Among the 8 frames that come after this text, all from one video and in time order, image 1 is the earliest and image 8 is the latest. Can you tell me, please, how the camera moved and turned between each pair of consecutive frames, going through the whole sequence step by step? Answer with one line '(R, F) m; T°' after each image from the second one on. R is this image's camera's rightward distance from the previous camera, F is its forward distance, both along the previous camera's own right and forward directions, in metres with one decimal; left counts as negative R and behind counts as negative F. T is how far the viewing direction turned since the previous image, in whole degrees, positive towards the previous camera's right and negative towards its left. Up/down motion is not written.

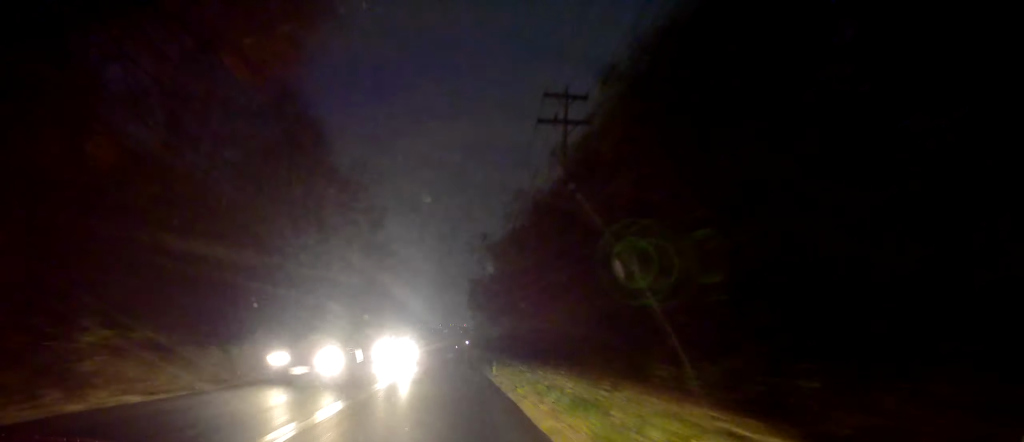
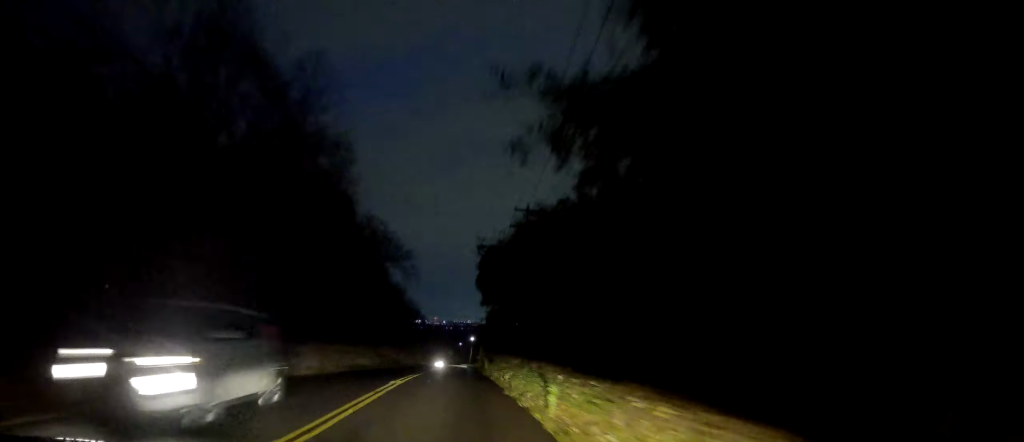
(-0.2, +15.2) m; -1°
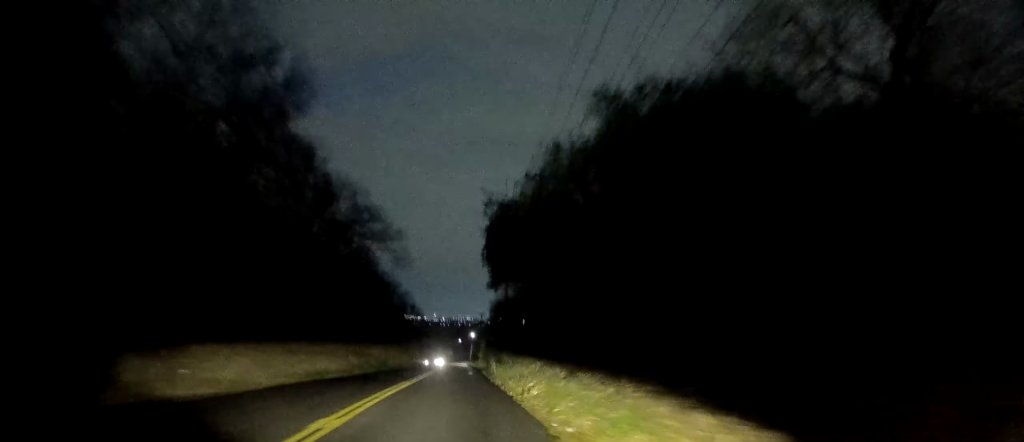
(0.0, +9.5) m; 0°
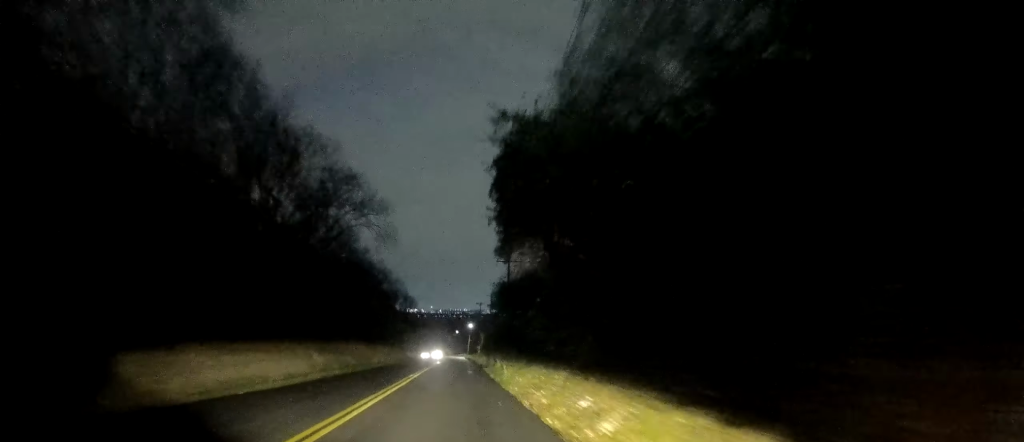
(+0.1, +8.3) m; 0°
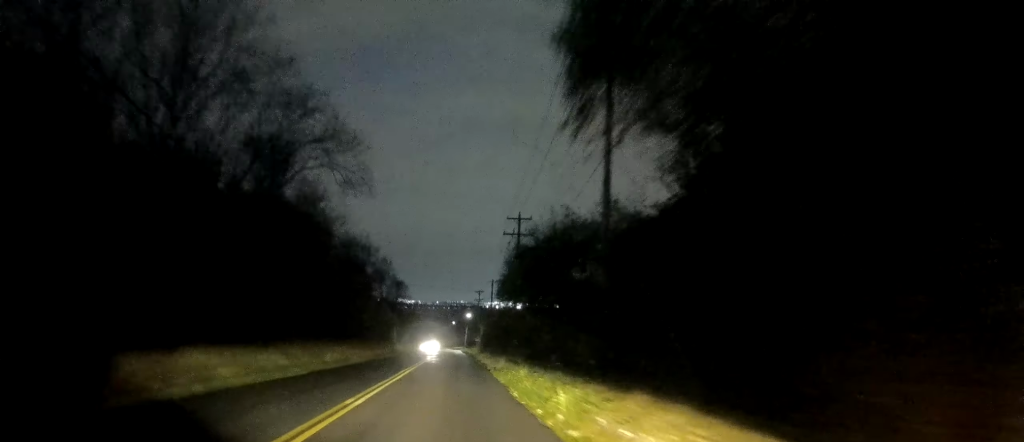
(-0.2, +13.0) m; 0°
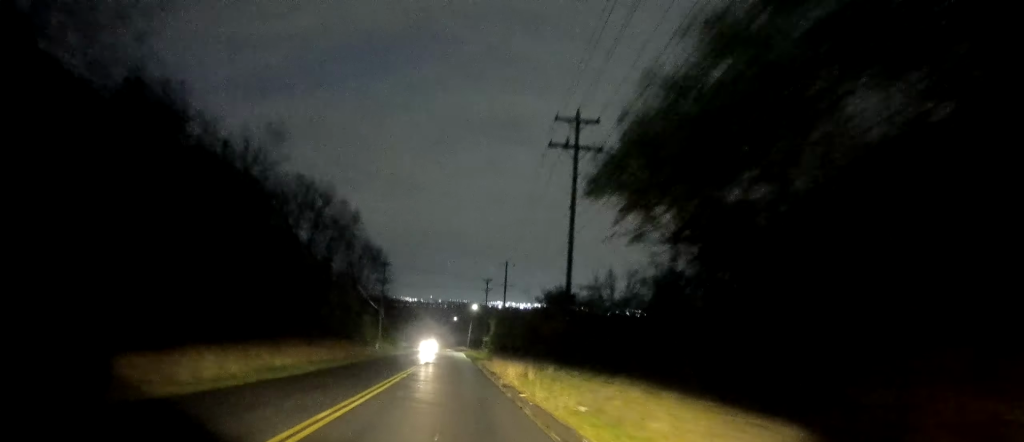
(+0.1, +25.7) m; +2°
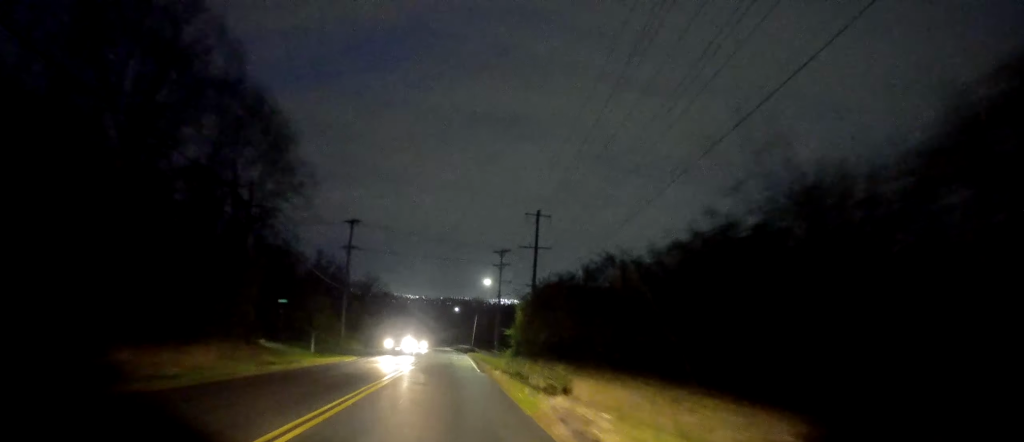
(-0.2, +32.6) m; -1°
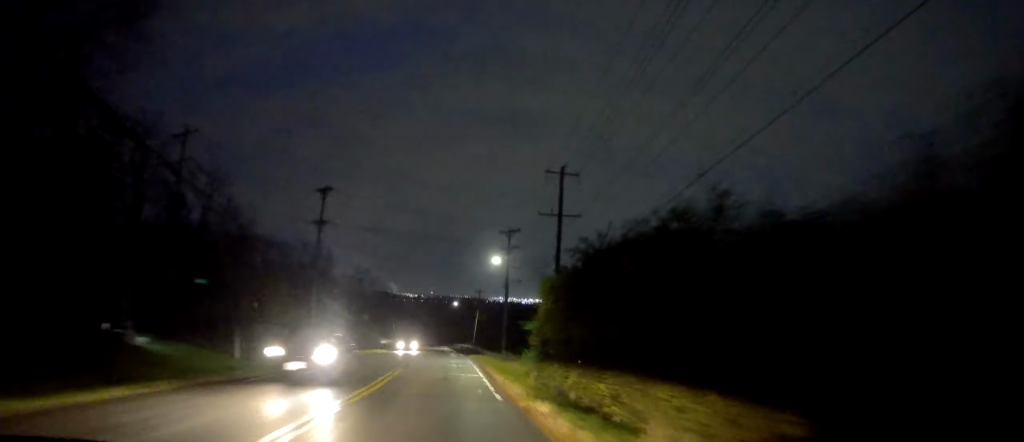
(+0.1, +13.5) m; 0°
